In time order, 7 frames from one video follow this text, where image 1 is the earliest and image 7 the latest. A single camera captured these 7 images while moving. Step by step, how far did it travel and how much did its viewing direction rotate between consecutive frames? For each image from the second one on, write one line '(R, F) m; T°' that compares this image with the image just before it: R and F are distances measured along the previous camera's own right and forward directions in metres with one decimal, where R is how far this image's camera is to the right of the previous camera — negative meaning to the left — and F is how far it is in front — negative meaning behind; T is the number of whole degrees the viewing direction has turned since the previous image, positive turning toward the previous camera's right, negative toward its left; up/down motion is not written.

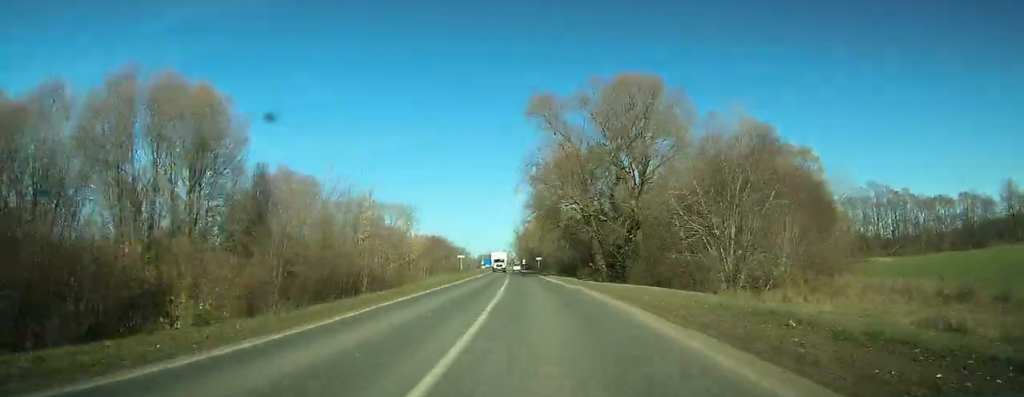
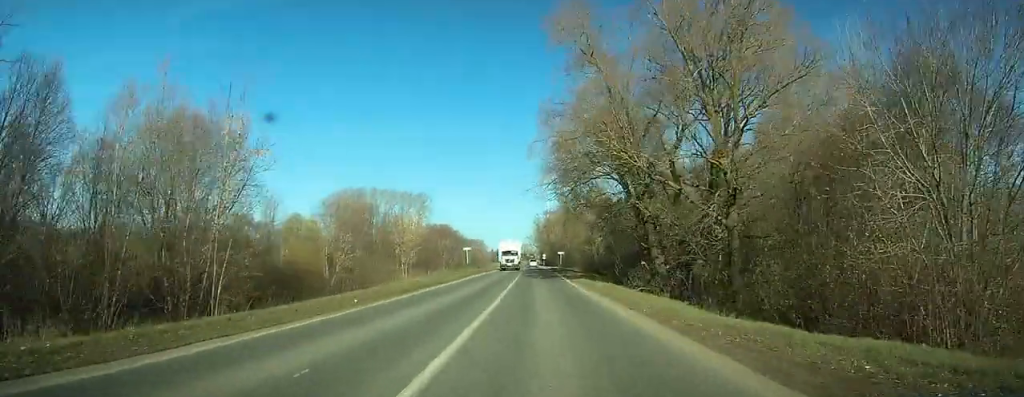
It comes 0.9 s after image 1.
(-0.4, +19.1) m; -1°
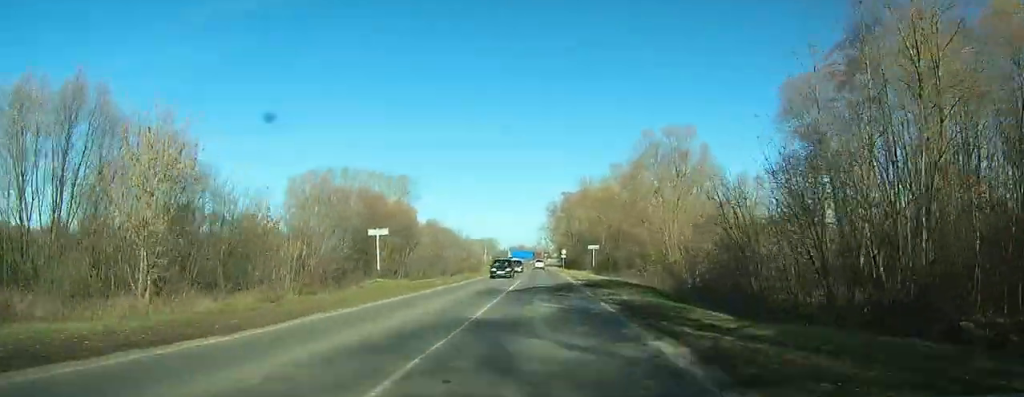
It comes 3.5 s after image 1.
(-1.3, +54.3) m; -2°
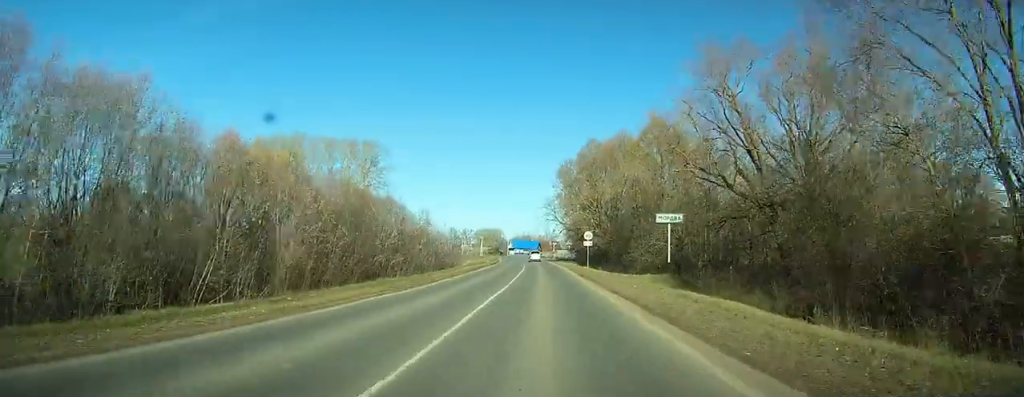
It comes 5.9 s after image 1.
(-0.6, +39.7) m; -3°
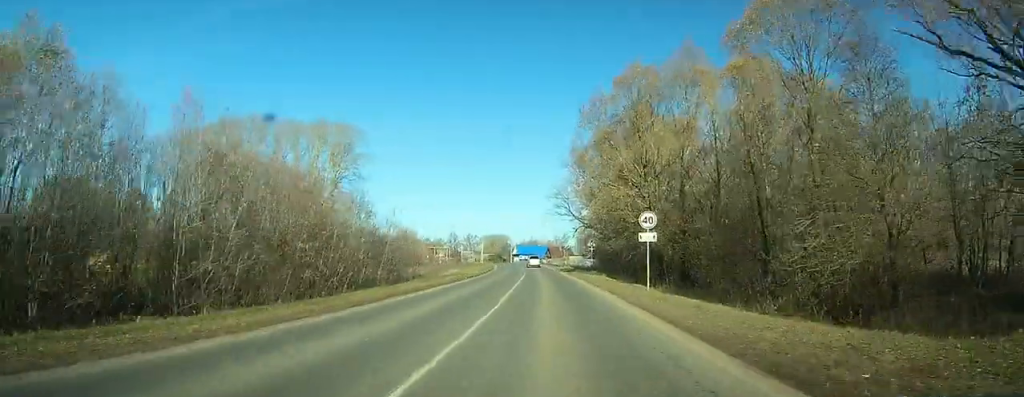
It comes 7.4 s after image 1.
(-0.3, +23.3) m; -3°
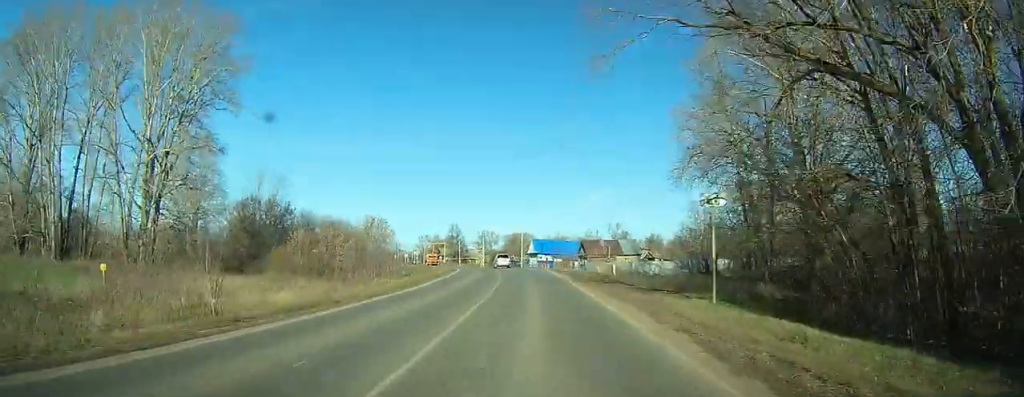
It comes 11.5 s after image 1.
(+3.8, +59.9) m; +7°
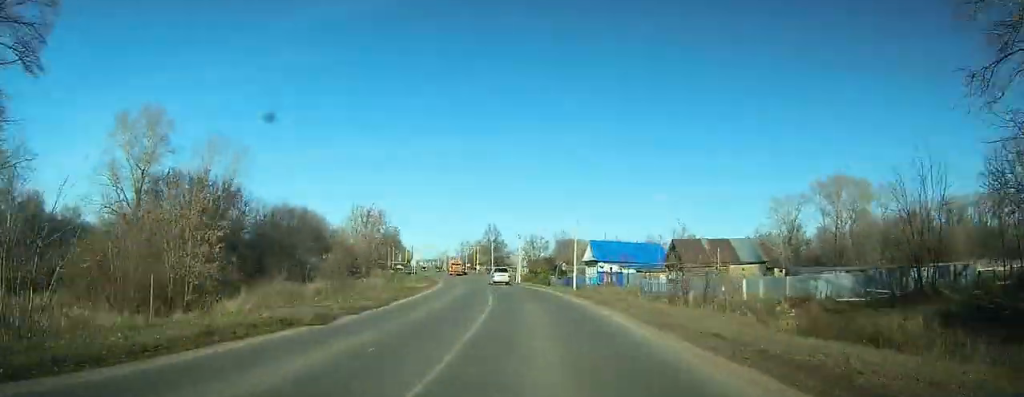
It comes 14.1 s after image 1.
(-2.9, +33.9) m; -8°
